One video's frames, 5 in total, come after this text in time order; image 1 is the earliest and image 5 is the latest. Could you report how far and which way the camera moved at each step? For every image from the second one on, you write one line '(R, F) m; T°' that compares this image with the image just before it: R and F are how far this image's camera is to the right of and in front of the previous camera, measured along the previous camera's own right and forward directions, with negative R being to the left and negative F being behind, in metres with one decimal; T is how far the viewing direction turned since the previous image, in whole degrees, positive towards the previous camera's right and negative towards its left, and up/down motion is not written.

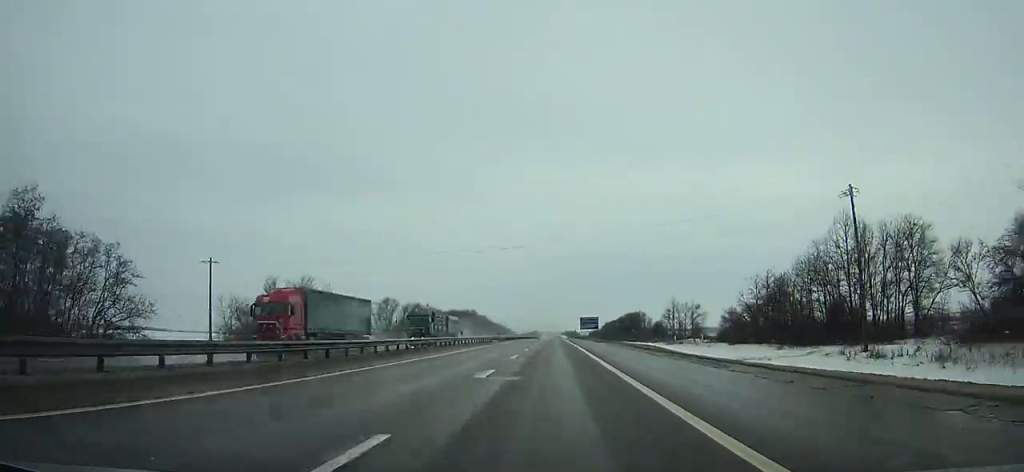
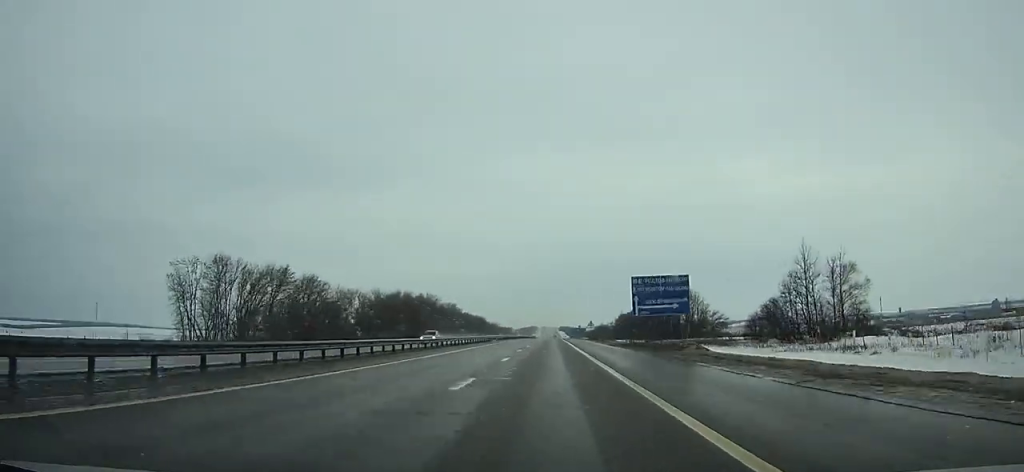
(+0.2, +100.8) m; 0°
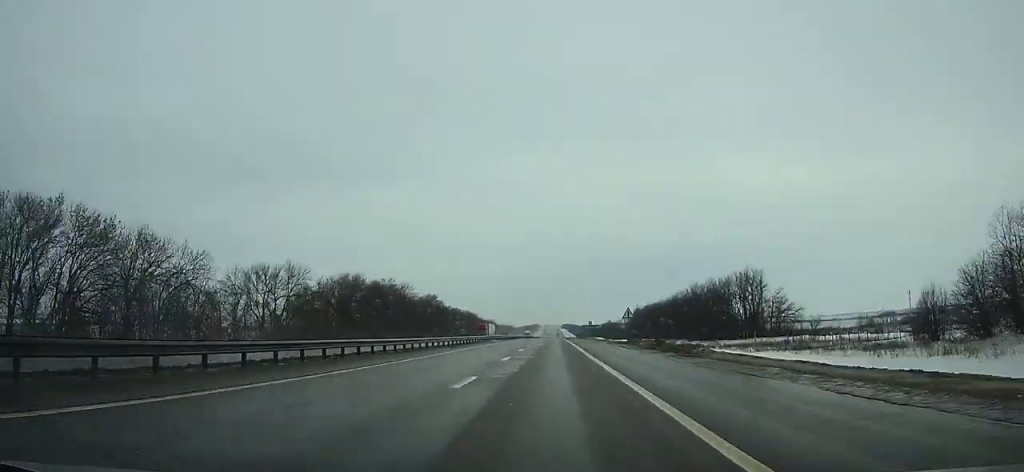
(0.0, +46.5) m; 0°
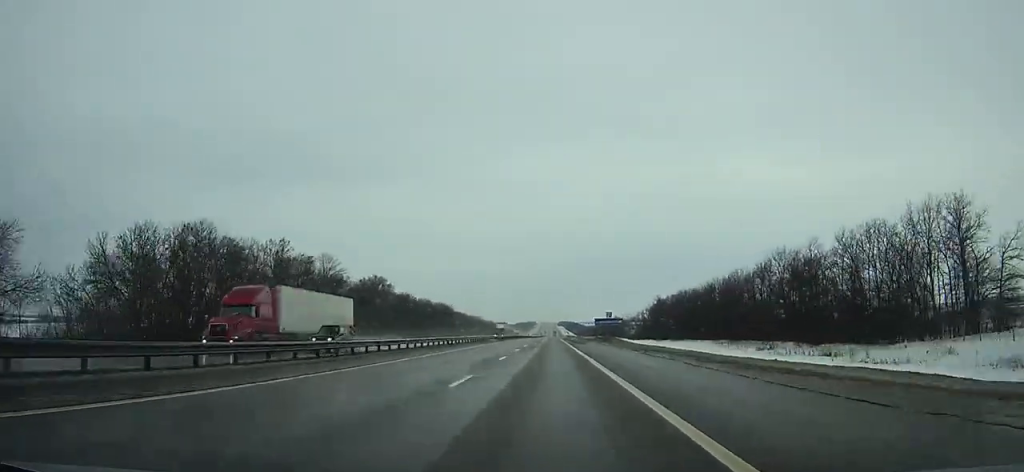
(+0.1, +60.7) m; 0°
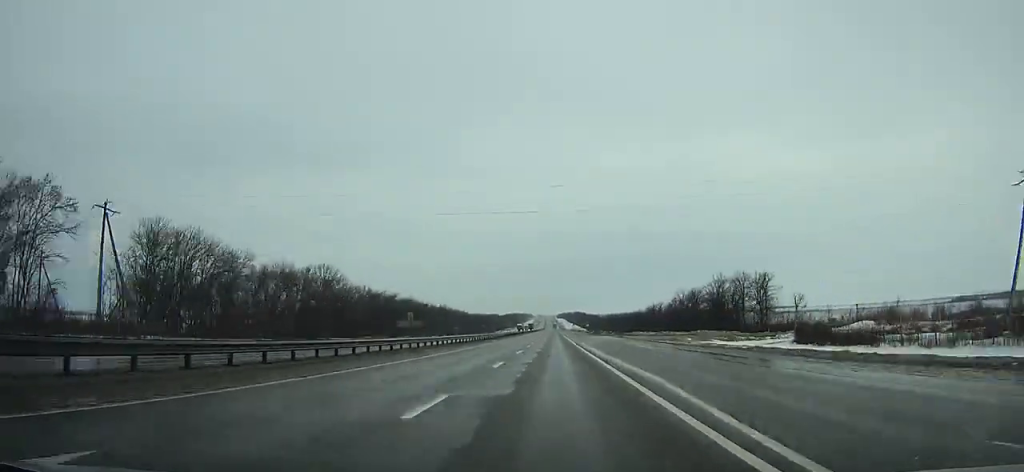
(+0.7, +234.9) m; +1°
